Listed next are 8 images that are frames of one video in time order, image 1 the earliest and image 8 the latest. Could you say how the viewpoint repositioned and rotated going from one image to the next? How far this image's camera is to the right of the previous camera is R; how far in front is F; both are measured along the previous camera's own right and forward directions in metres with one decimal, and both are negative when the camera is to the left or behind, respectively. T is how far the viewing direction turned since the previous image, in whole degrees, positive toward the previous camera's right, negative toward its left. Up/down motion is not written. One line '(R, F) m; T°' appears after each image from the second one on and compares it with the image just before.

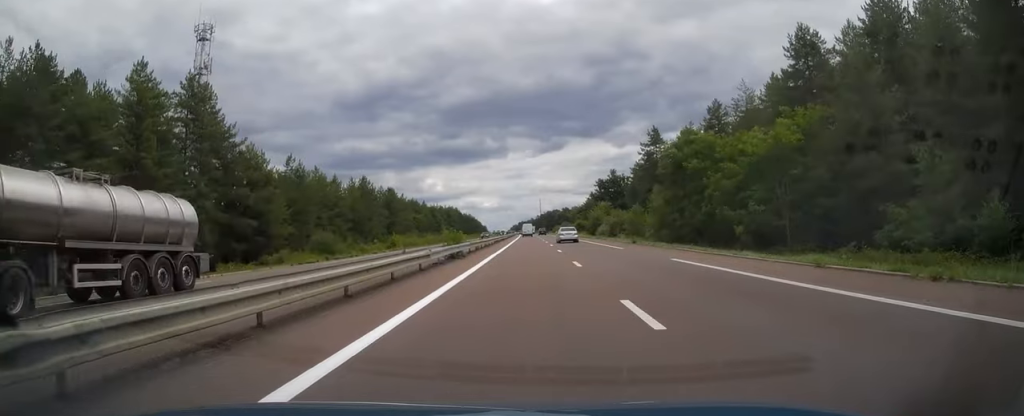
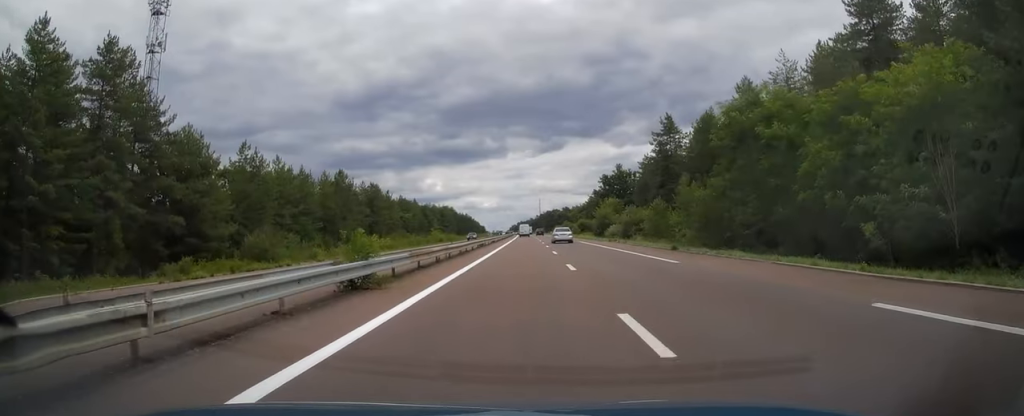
(0.0, +14.7) m; 0°
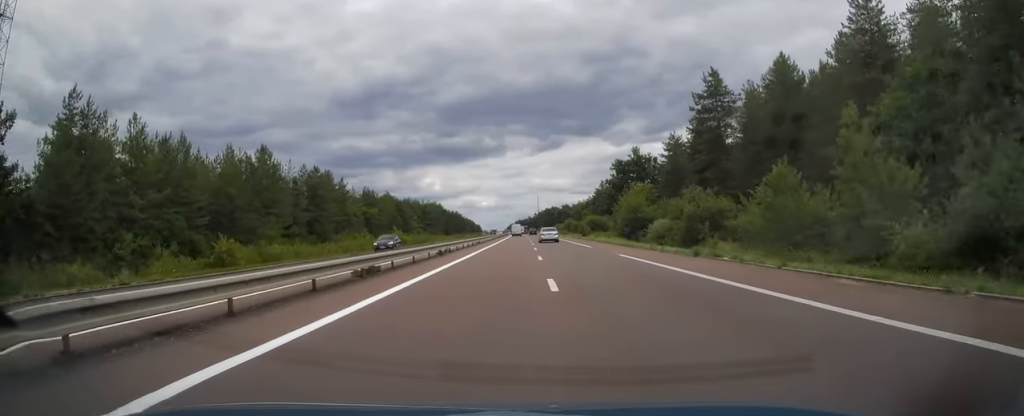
(0.0, +32.6) m; 0°
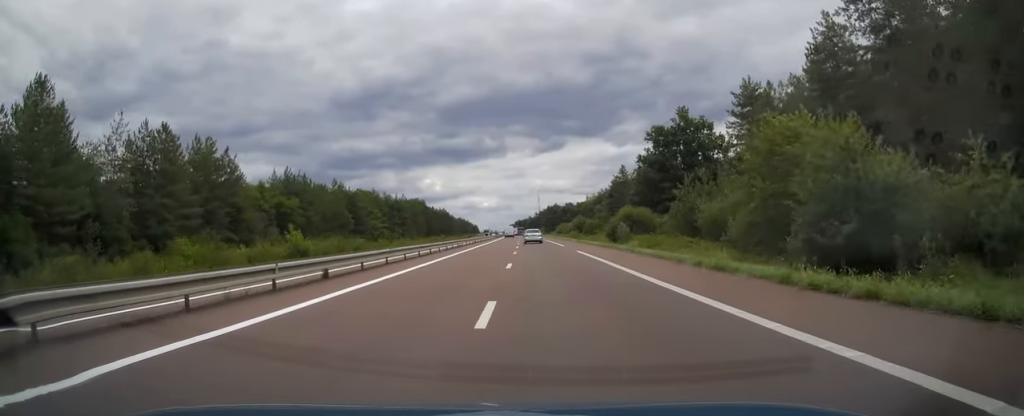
(+0.2, +43.8) m; 0°
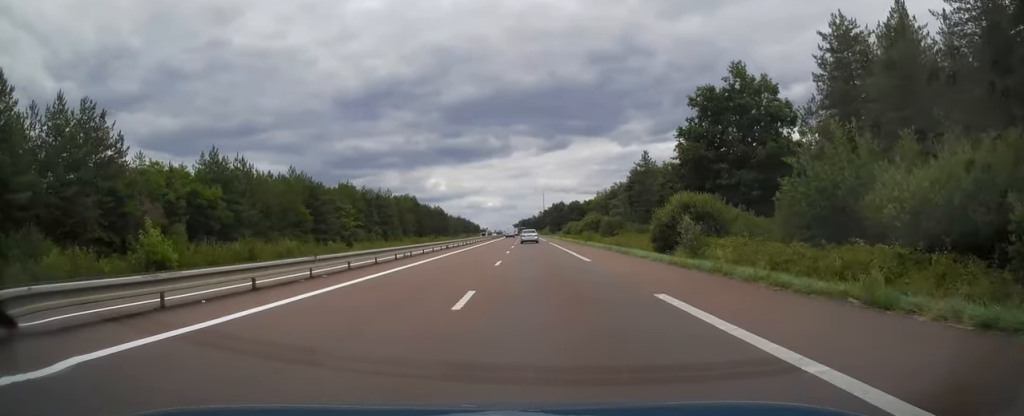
(-0.1, +24.1) m; 0°
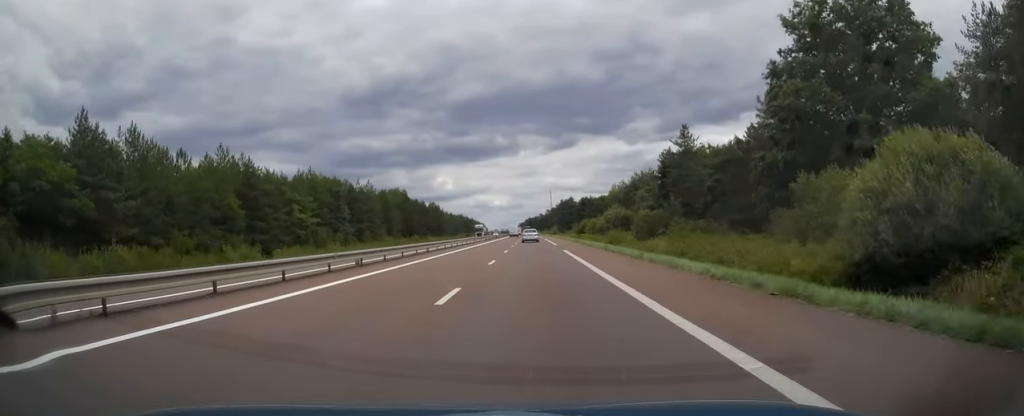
(-0.1, +25.5) m; 0°
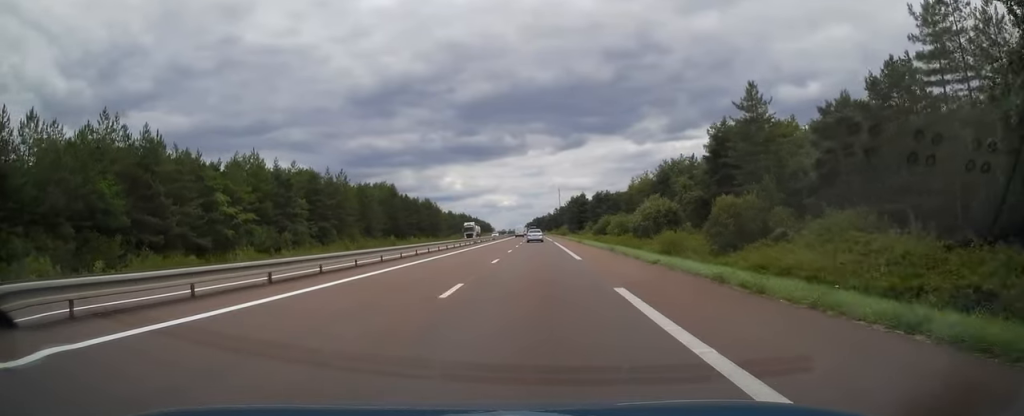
(0.0, +24.9) m; 0°
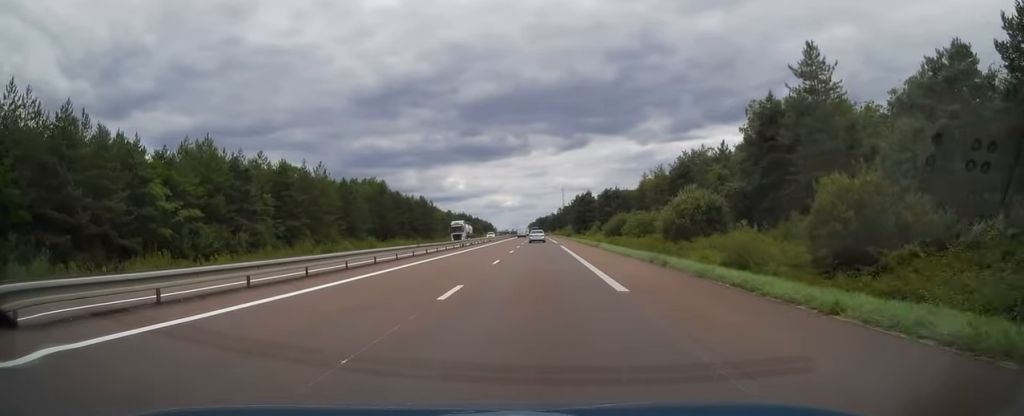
(0.0, +13.4) m; 0°
